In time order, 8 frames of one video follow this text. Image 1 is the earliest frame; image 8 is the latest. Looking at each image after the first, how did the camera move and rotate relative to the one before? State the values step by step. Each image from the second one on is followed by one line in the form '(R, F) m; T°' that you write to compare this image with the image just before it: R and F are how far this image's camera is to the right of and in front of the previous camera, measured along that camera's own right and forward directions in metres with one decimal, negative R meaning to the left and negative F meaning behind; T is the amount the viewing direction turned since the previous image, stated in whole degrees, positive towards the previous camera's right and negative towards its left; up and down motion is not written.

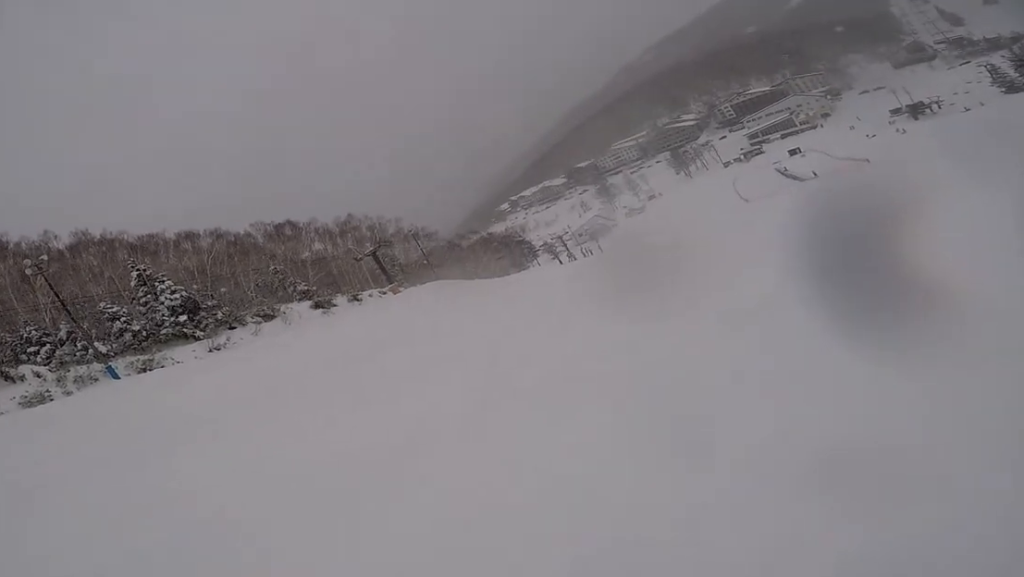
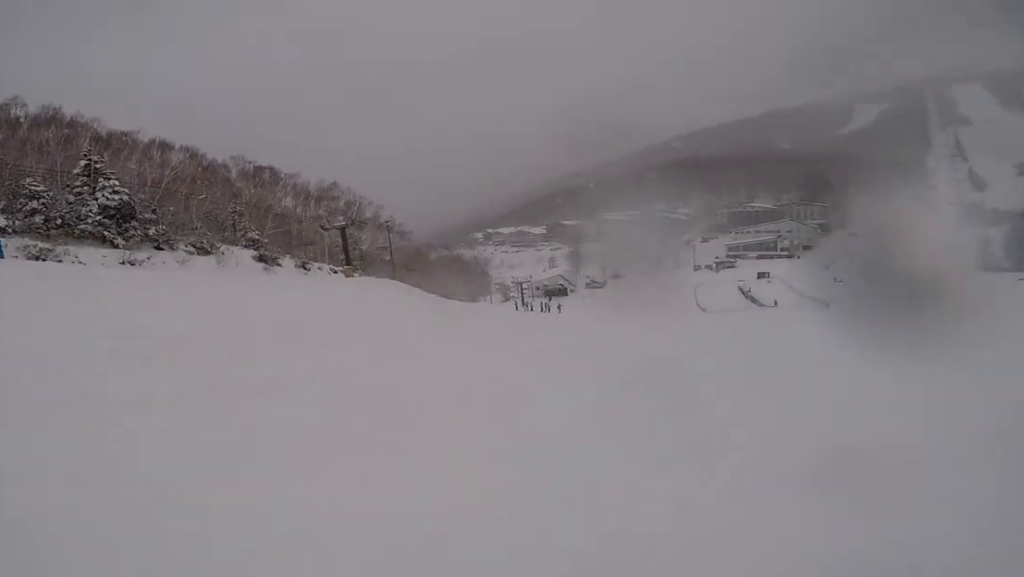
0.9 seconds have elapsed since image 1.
(0.0, +3.6) m; +16°
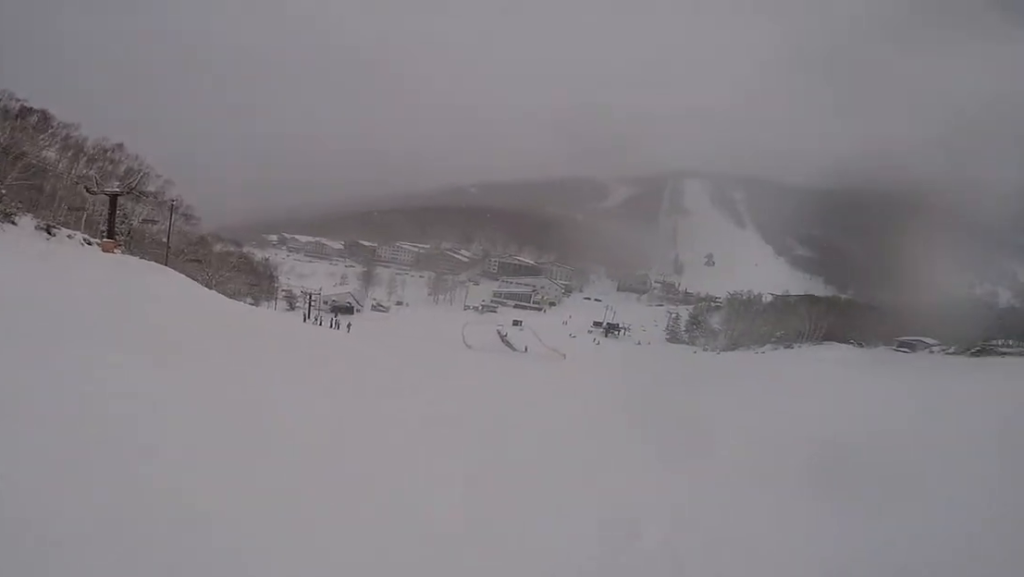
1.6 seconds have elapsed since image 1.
(-0.2, +2.6) m; +33°
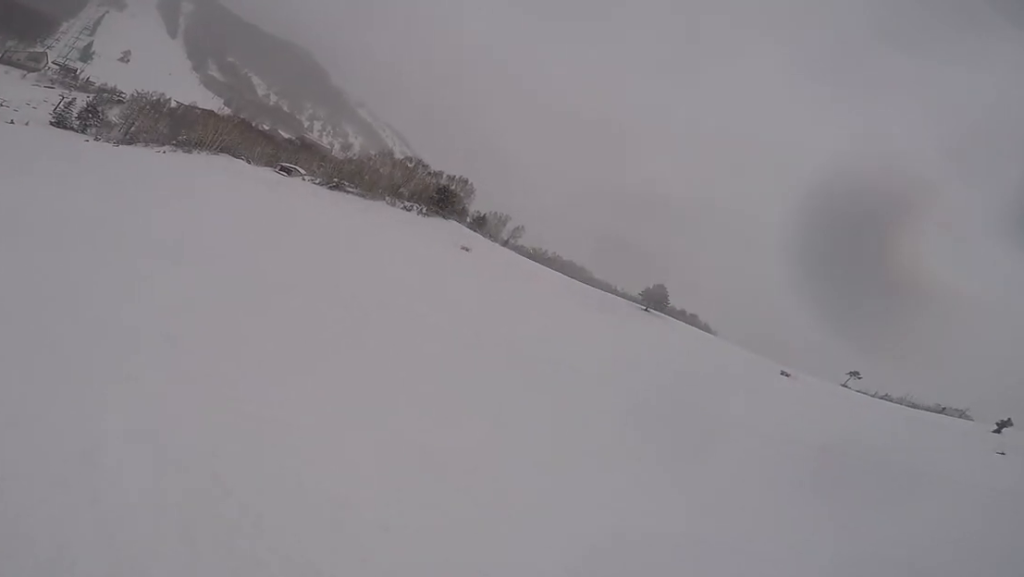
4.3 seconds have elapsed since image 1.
(+8.0, +6.6) m; +66°
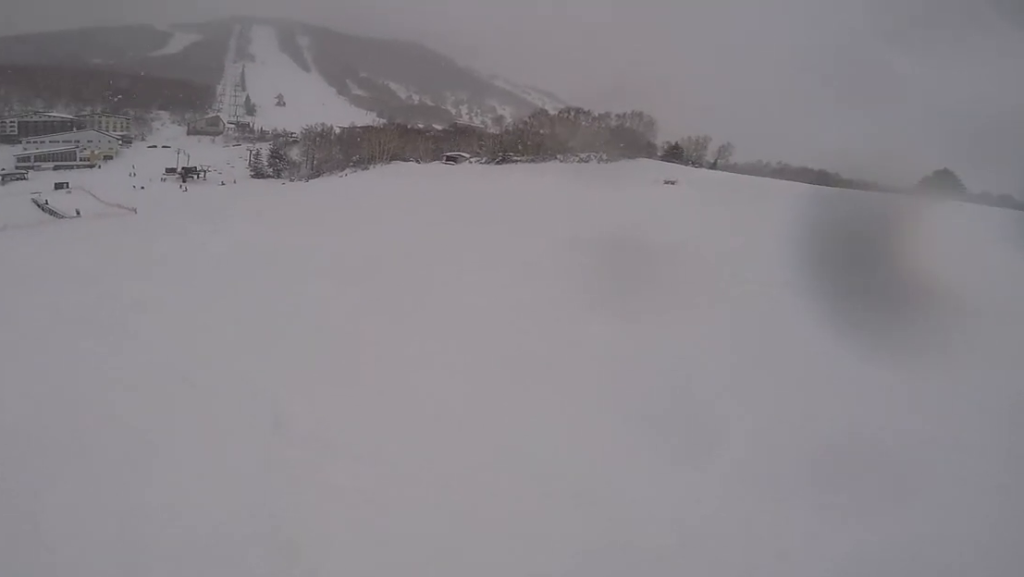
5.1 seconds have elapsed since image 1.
(-0.3, +2.9) m; -21°
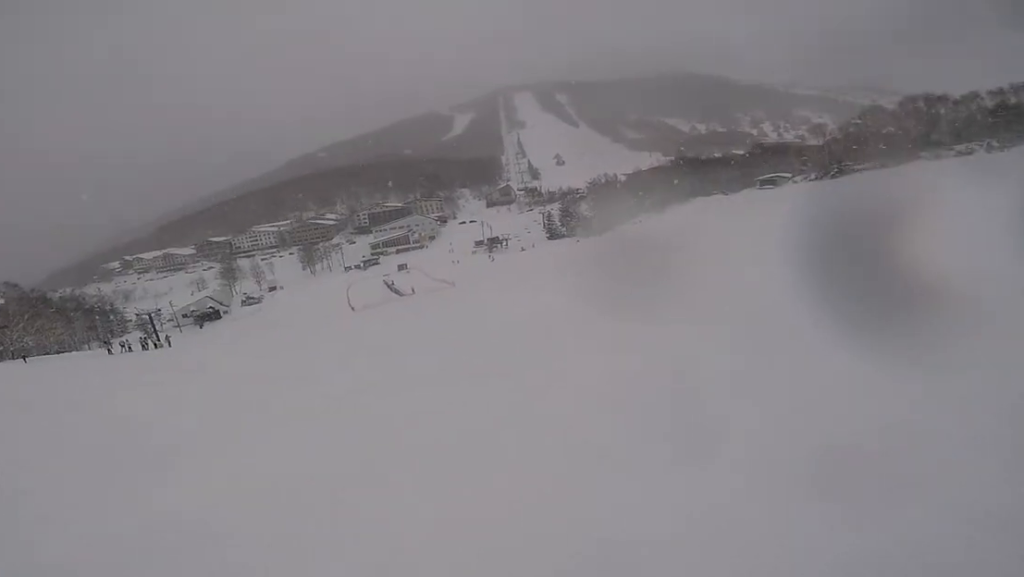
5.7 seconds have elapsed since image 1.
(-0.2, +2.2) m; -23°
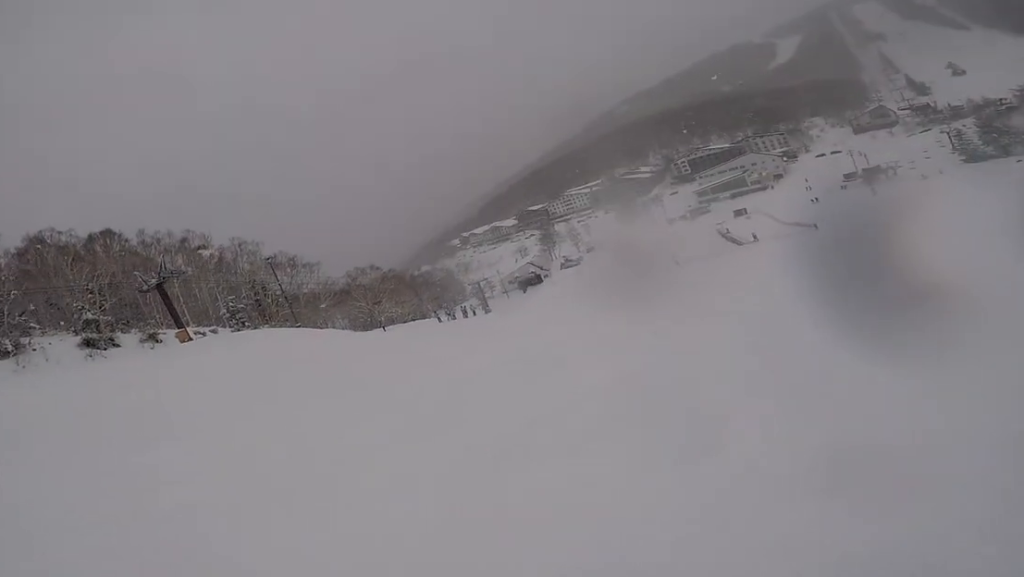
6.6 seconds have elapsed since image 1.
(-1.4, +3.5) m; -25°
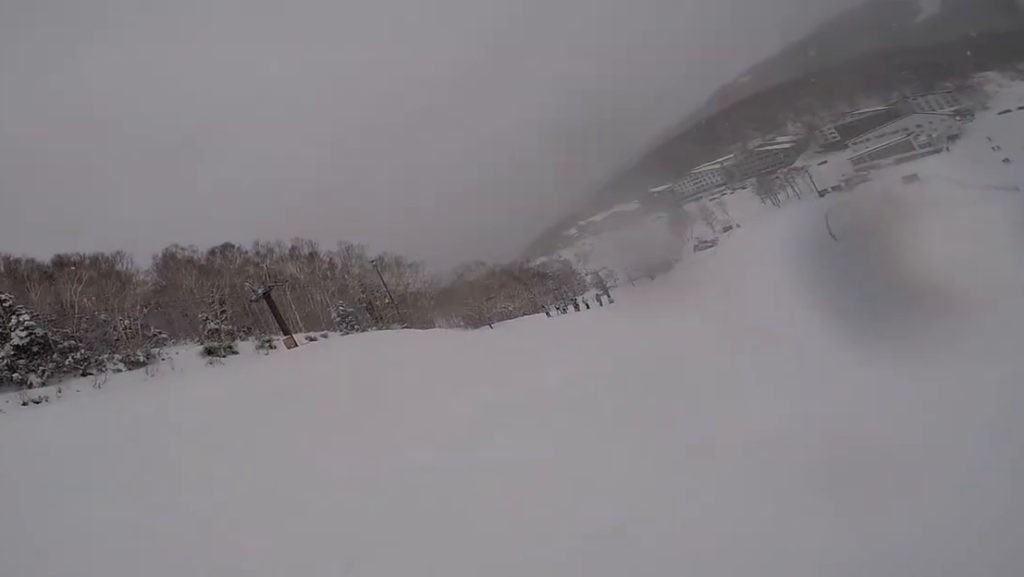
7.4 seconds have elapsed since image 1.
(-0.1, +3.2) m; -13°
